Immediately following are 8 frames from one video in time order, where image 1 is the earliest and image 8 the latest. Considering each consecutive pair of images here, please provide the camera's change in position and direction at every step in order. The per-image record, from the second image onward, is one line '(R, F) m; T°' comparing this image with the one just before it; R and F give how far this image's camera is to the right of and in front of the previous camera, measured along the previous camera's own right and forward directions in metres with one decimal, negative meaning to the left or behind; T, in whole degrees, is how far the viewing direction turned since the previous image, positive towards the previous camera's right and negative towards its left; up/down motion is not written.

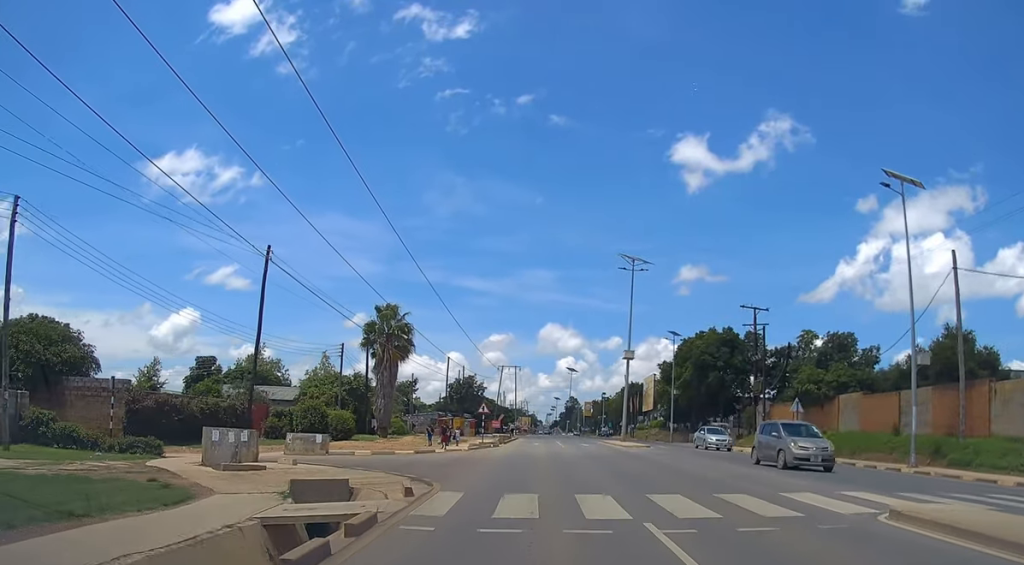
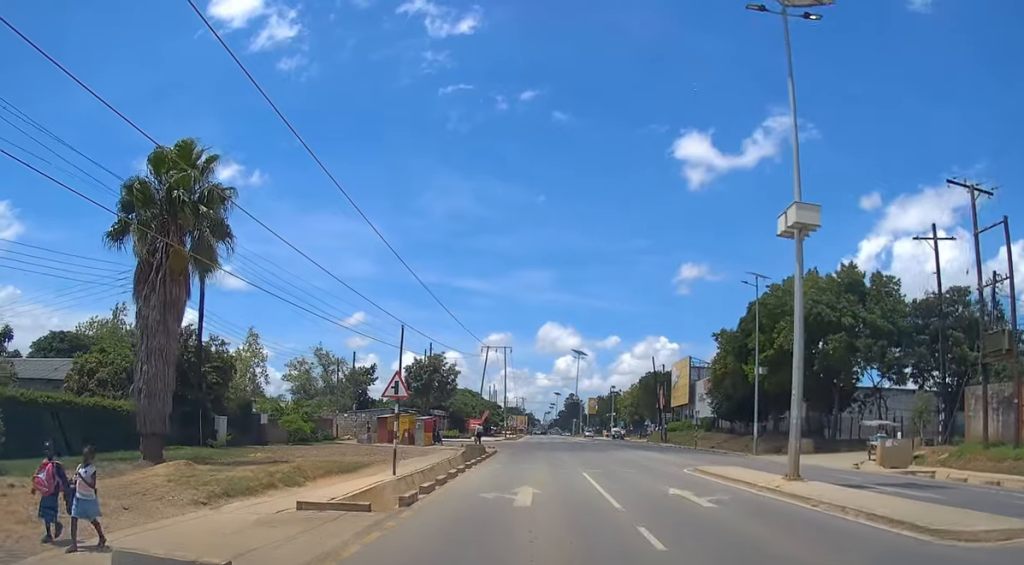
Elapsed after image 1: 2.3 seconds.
(+0.8, +31.3) m; +1°
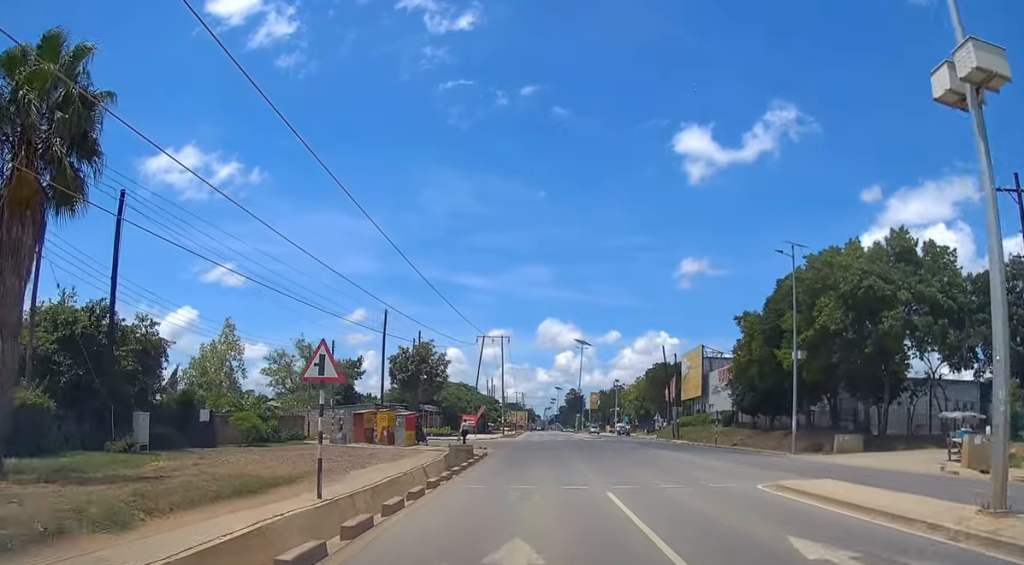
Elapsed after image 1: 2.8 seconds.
(-0.1, +7.3) m; 0°
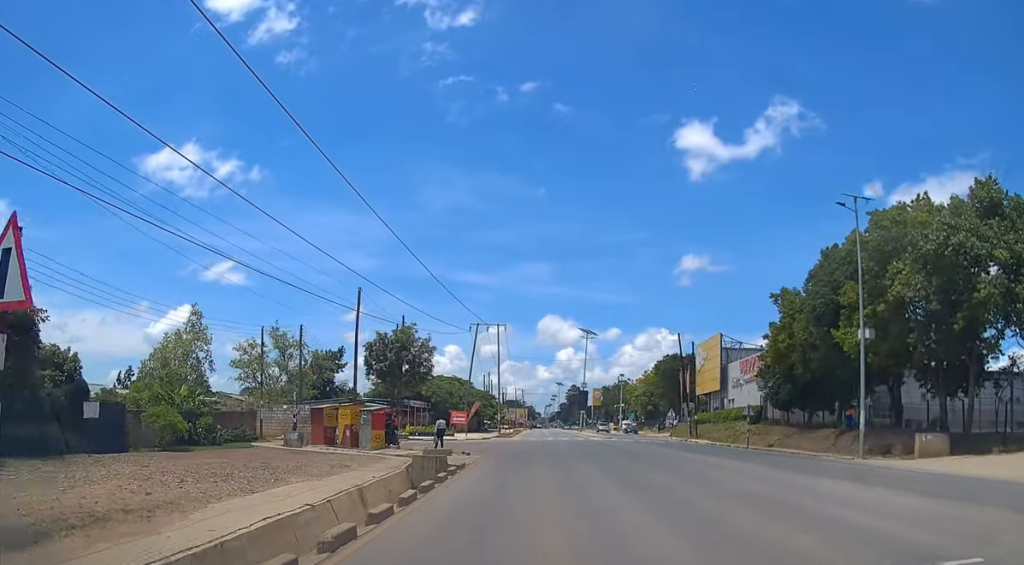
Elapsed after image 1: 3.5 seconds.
(0.0, +8.8) m; 0°
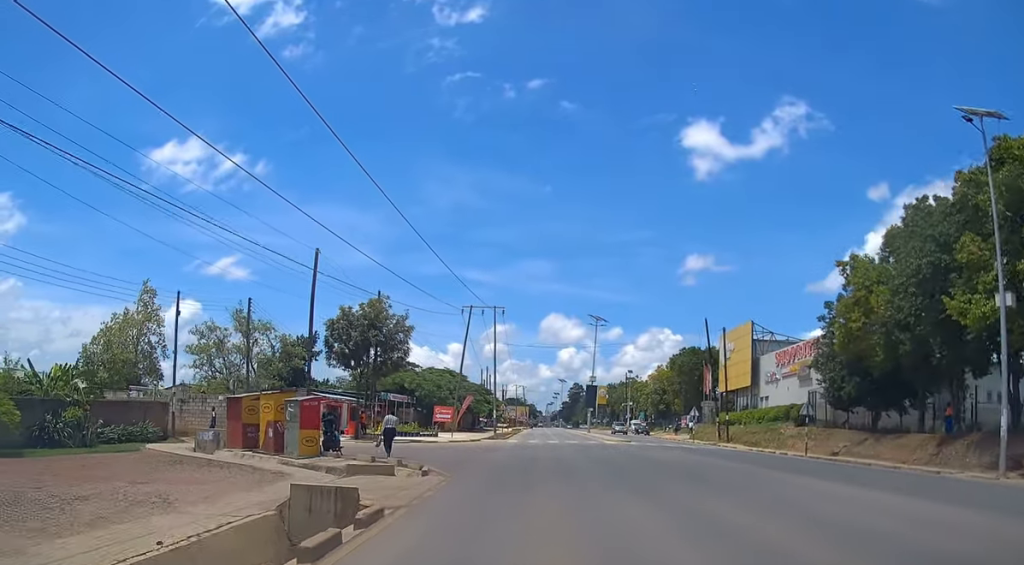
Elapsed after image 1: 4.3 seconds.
(0.0, +10.7) m; 0°
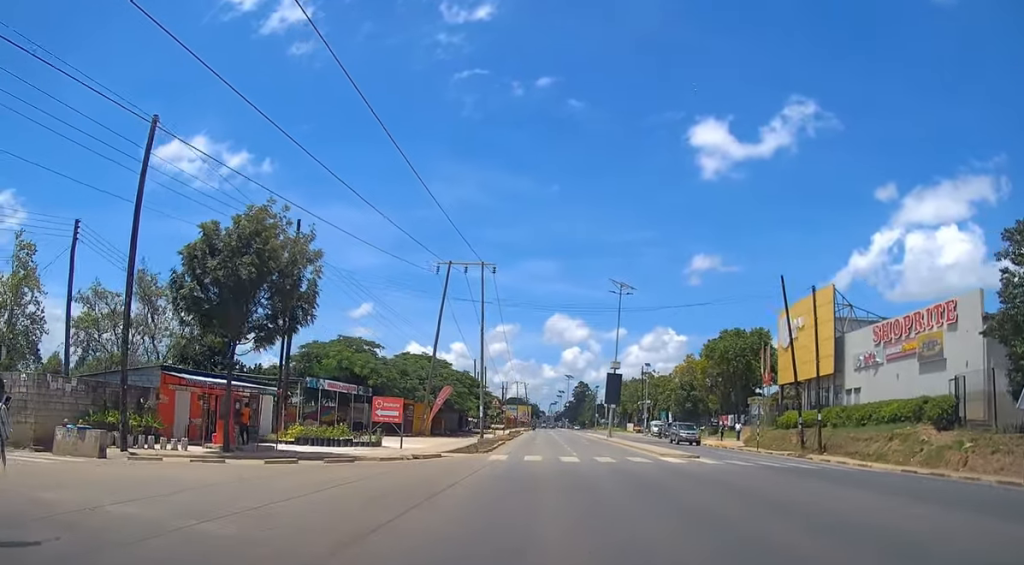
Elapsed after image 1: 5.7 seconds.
(-0.1, +18.9) m; 0°
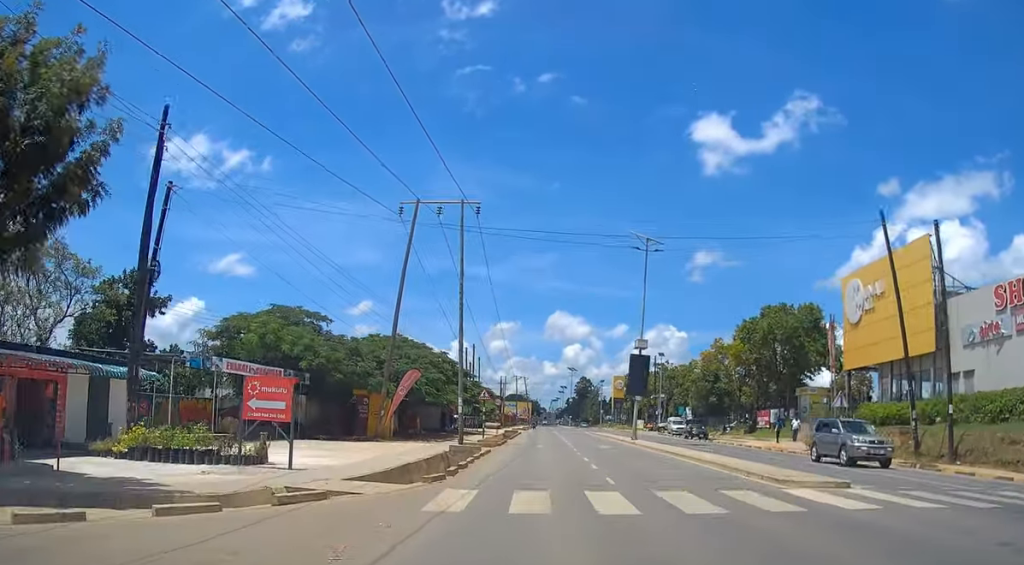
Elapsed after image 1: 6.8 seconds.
(0.0, +13.6) m; 0°
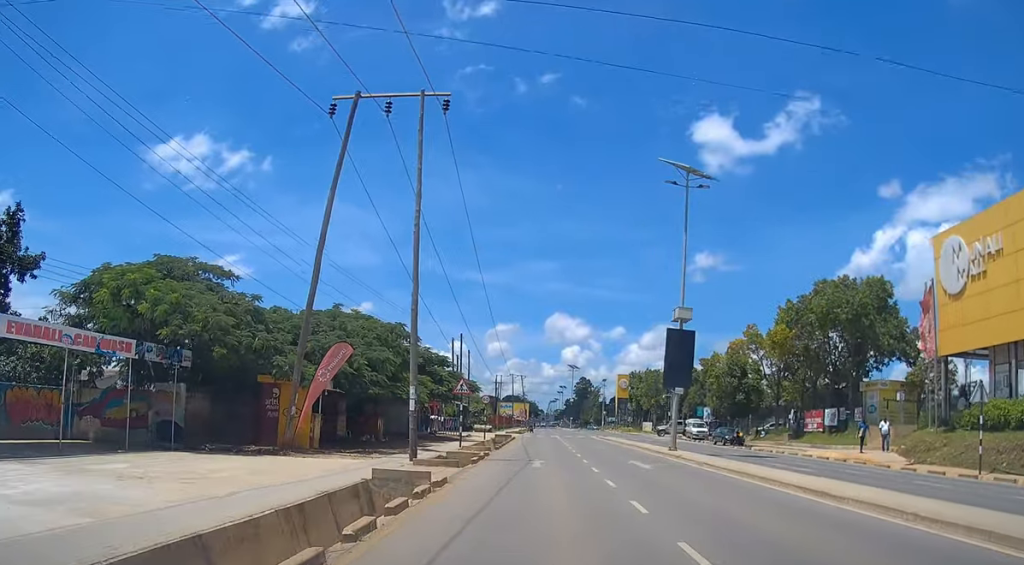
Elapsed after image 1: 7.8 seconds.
(-0.1, +12.6) m; +1°
